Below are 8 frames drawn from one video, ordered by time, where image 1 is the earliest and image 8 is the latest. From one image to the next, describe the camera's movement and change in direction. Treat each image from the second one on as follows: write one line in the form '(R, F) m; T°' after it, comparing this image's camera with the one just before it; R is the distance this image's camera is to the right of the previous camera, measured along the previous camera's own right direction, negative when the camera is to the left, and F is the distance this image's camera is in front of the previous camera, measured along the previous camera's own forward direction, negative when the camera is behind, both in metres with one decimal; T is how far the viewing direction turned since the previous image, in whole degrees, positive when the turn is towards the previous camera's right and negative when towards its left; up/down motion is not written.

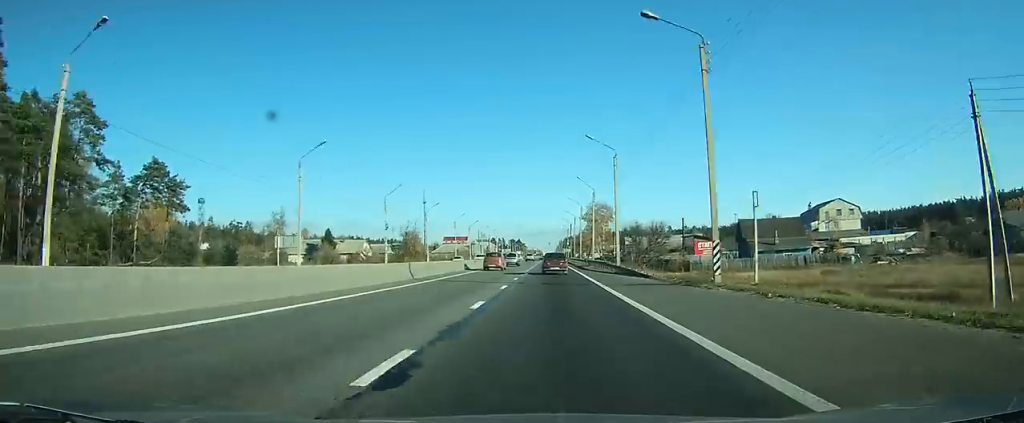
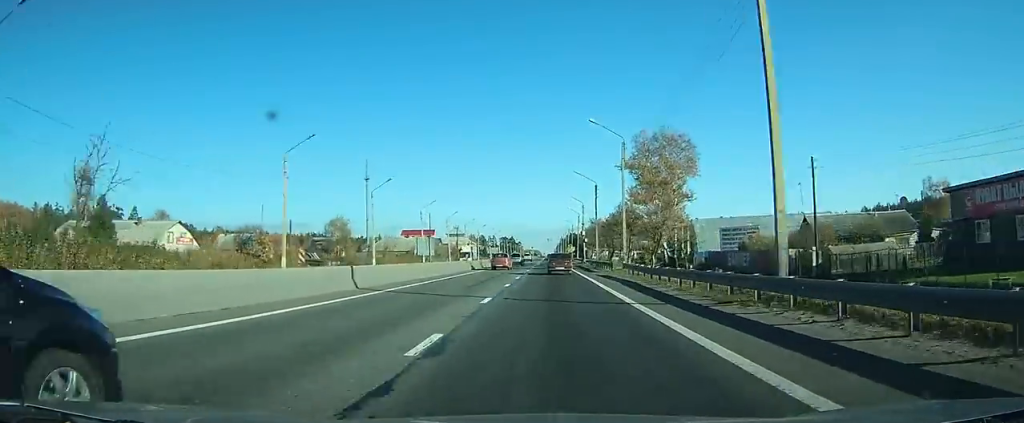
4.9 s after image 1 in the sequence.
(0.0, +83.4) m; 0°
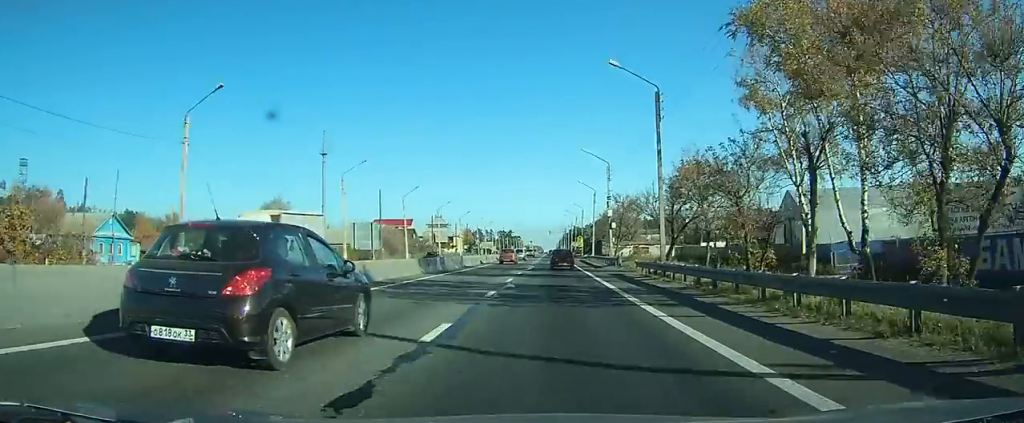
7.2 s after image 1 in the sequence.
(-0.1, +40.6) m; 0°
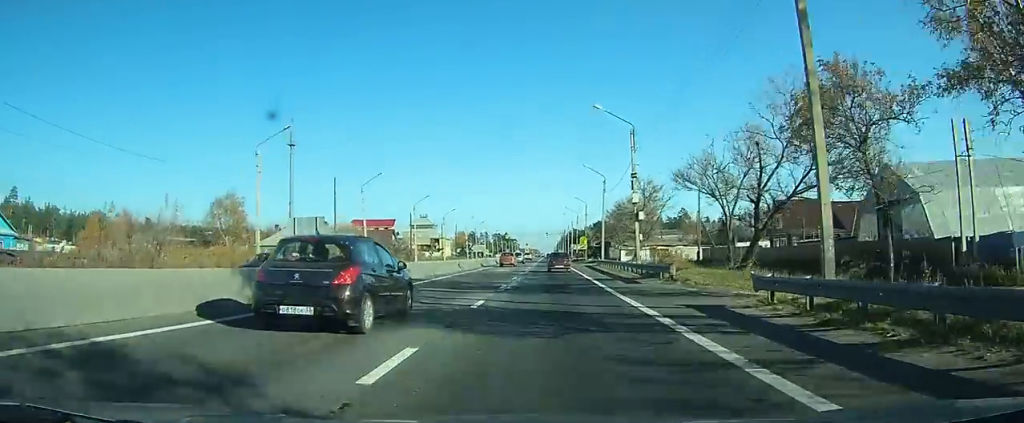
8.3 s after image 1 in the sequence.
(0.0, +19.2) m; 0°
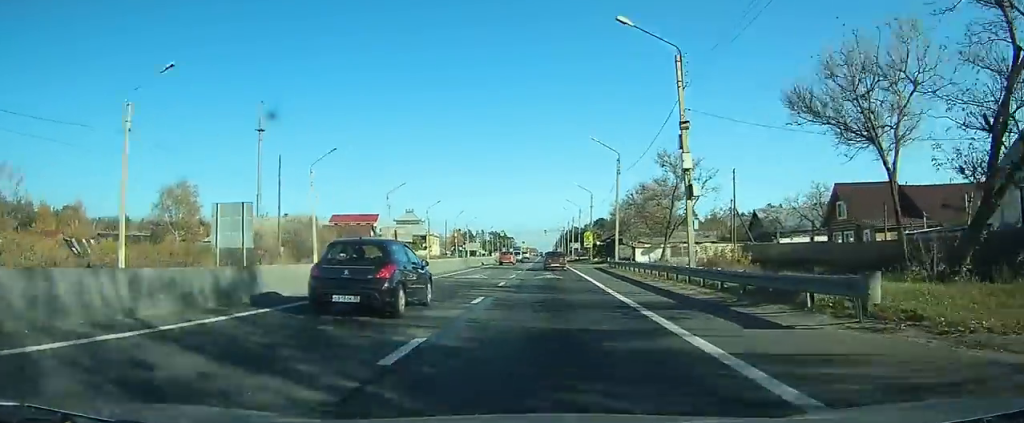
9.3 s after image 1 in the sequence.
(0.0, +15.4) m; 0°
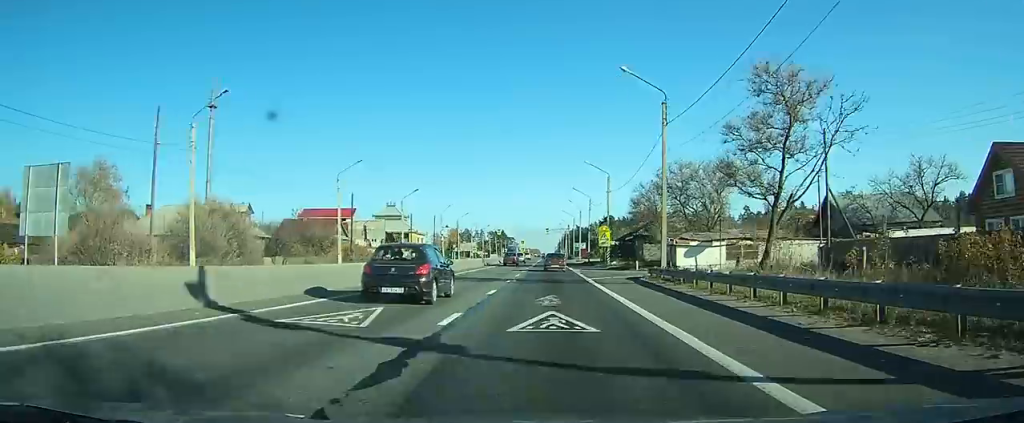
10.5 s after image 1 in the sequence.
(+0.1, +20.2) m; 0°
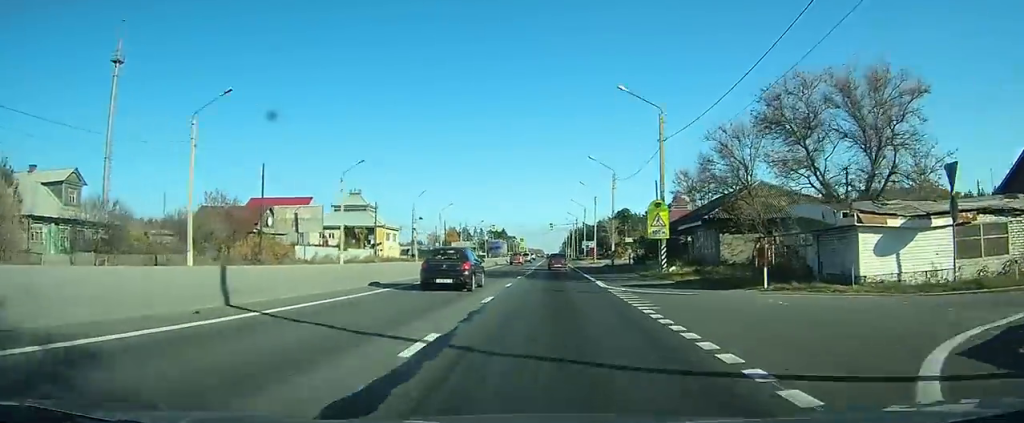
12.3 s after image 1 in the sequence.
(-0.1, +26.3) m; 0°
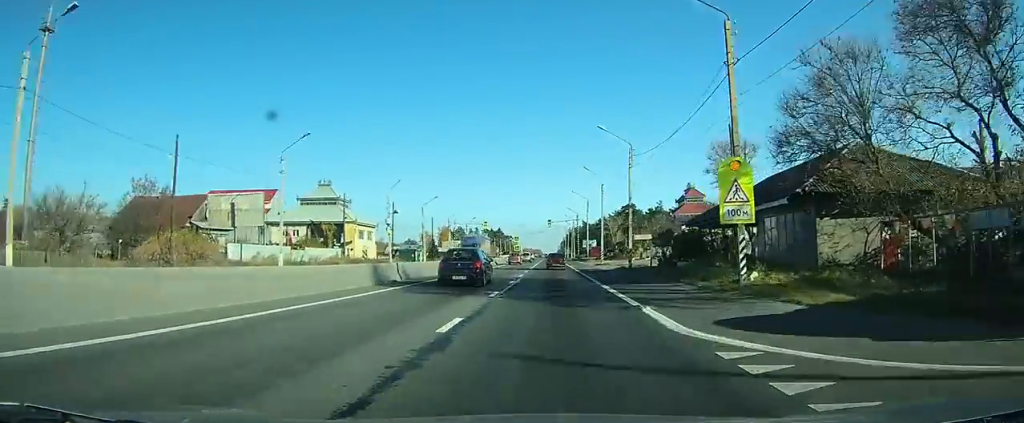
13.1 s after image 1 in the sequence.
(0.0, +12.9) m; 0°
